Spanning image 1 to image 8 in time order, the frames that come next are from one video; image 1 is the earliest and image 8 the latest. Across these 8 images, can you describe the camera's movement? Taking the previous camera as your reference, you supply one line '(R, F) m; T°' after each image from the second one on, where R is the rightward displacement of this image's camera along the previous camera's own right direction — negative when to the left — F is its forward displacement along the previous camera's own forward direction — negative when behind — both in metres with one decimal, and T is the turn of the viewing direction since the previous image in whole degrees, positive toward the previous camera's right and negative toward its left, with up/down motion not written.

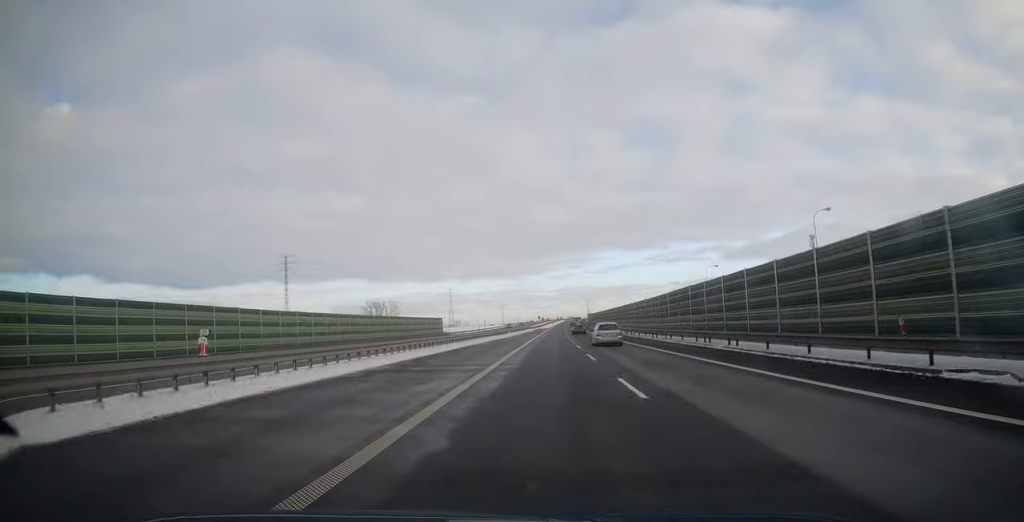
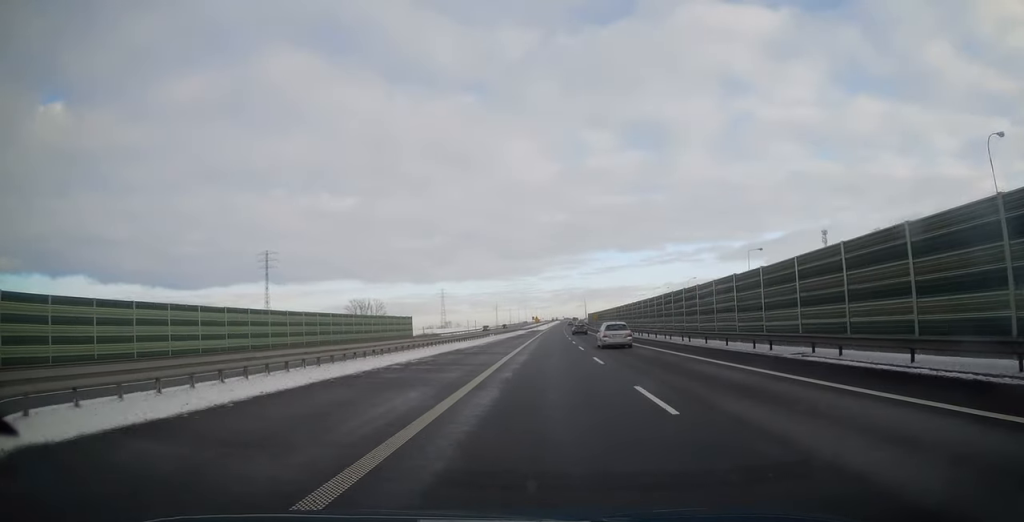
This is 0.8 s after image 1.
(+0.2, +26.0) m; 0°
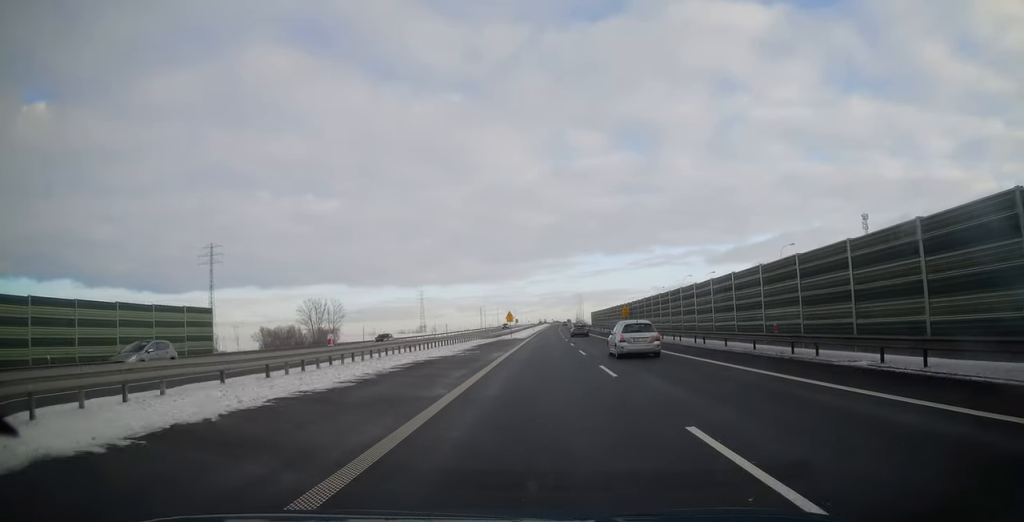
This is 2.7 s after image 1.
(+0.1, +64.7) m; +1°
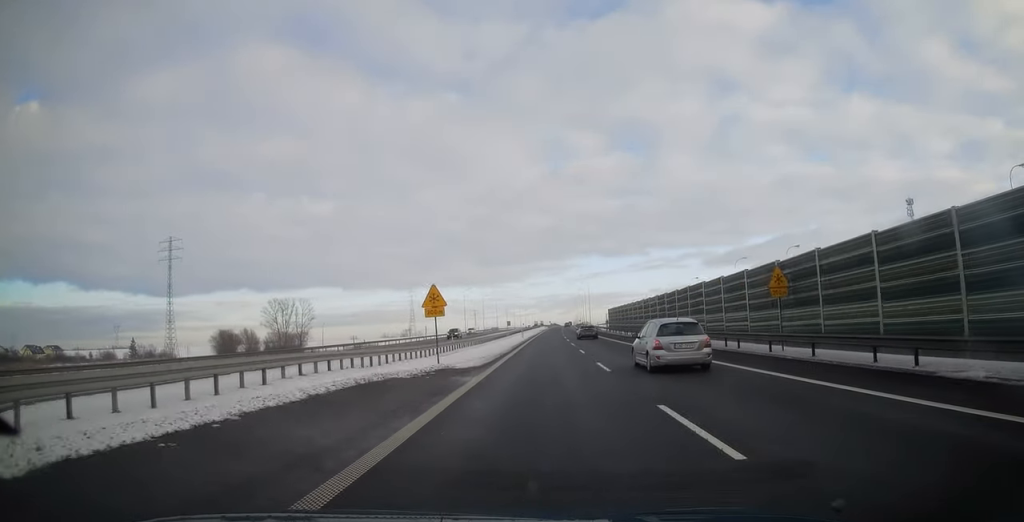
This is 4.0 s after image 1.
(+0.9, +45.4) m; +1°
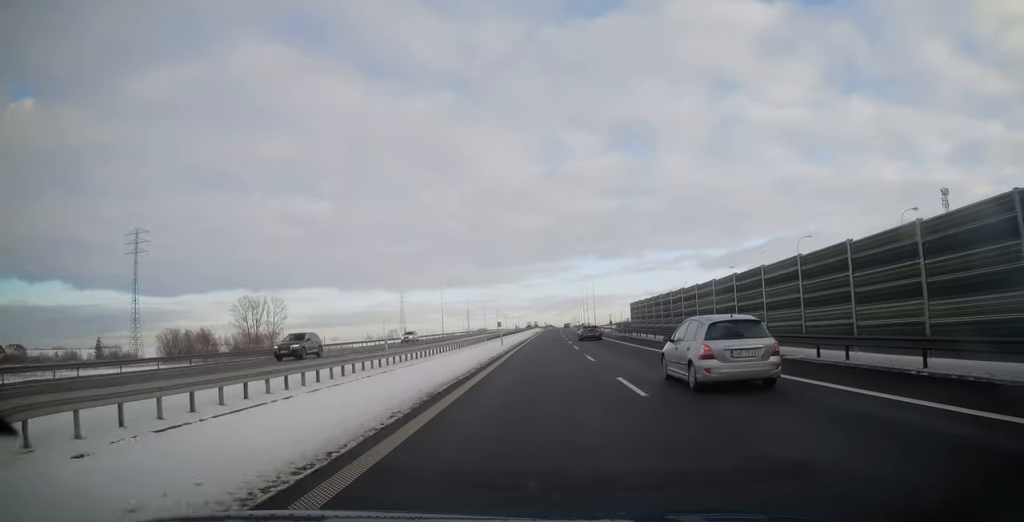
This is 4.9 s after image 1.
(+0.1, +30.3) m; 0°
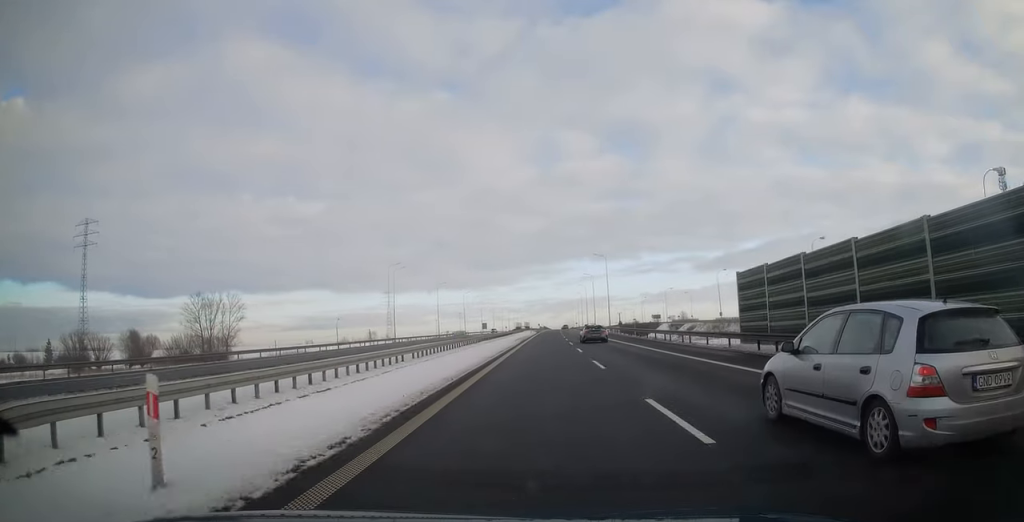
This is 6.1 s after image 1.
(0.0, +40.4) m; 0°
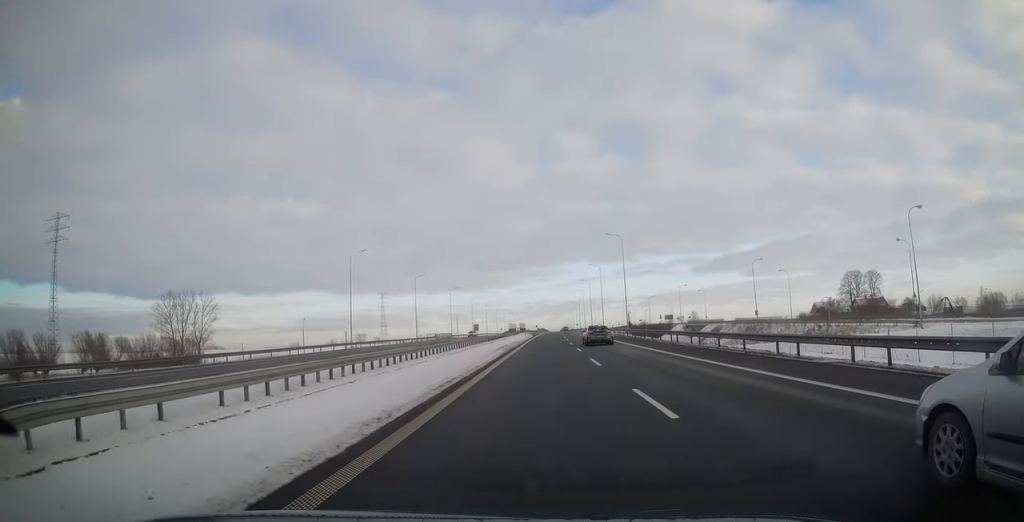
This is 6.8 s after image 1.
(+0.1, +21.9) m; 0°
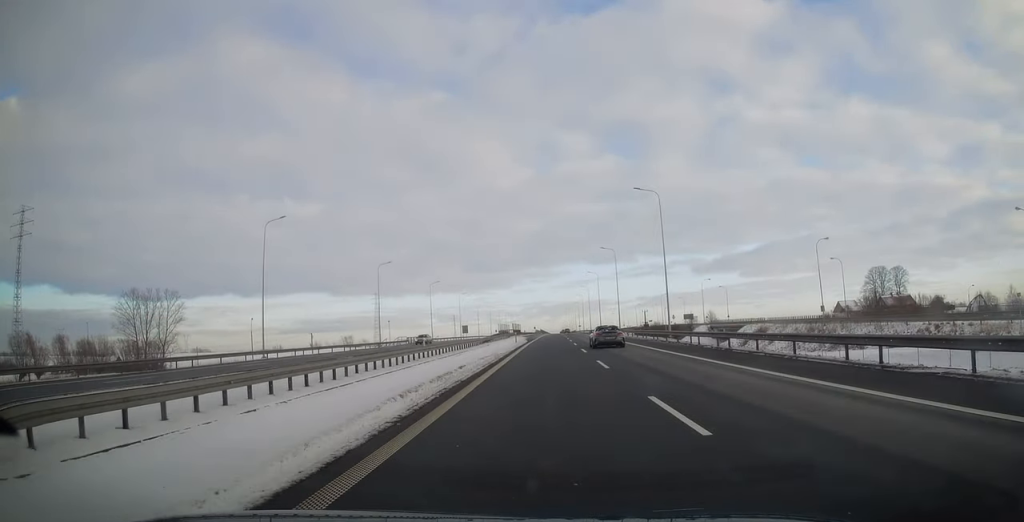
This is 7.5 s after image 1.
(0.0, +25.2) m; 0°
